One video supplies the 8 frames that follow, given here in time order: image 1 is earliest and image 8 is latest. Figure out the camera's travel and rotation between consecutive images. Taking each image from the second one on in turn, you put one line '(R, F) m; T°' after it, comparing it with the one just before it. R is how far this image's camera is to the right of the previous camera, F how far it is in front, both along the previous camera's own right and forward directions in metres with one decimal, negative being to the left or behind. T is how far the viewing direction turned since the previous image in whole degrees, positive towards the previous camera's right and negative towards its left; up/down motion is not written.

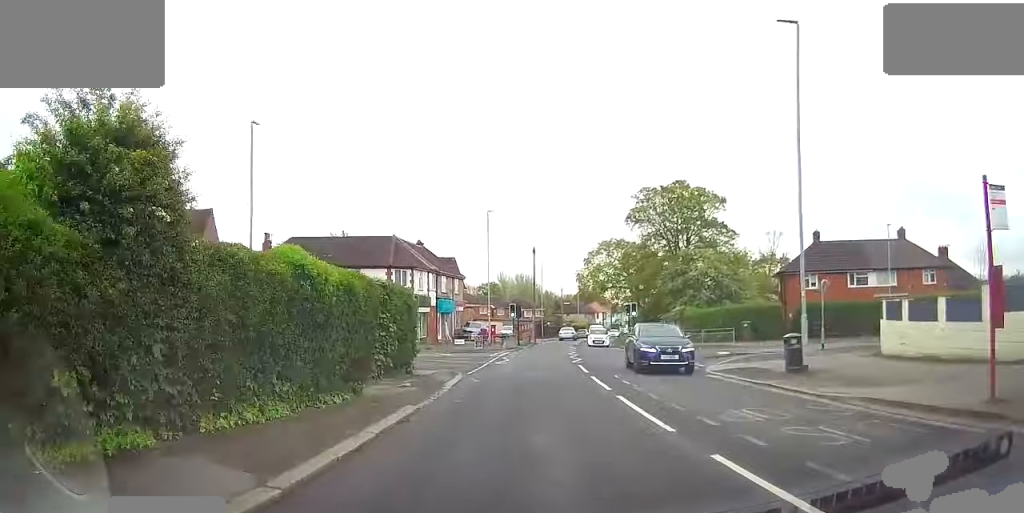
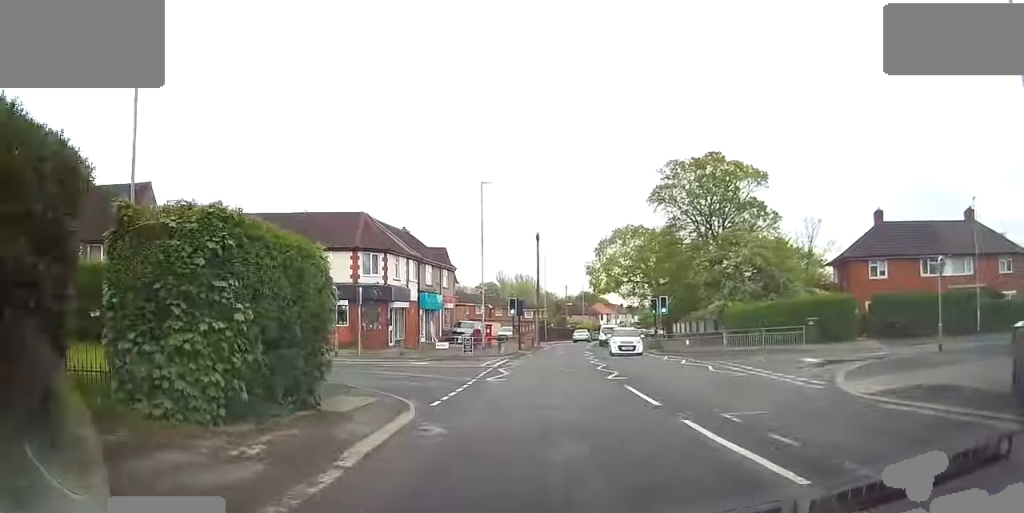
(-0.1, +10.0) m; -2°
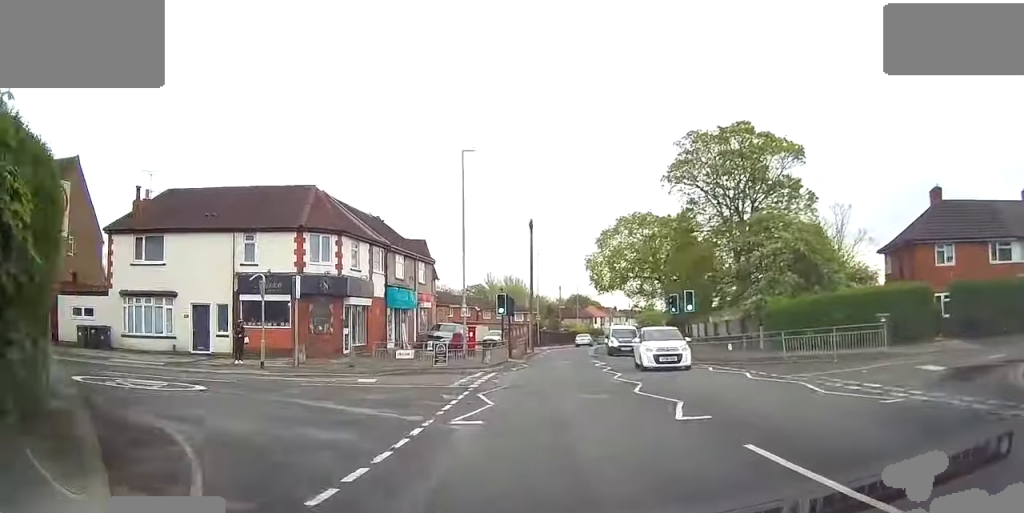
(-0.1, +8.2) m; +2°
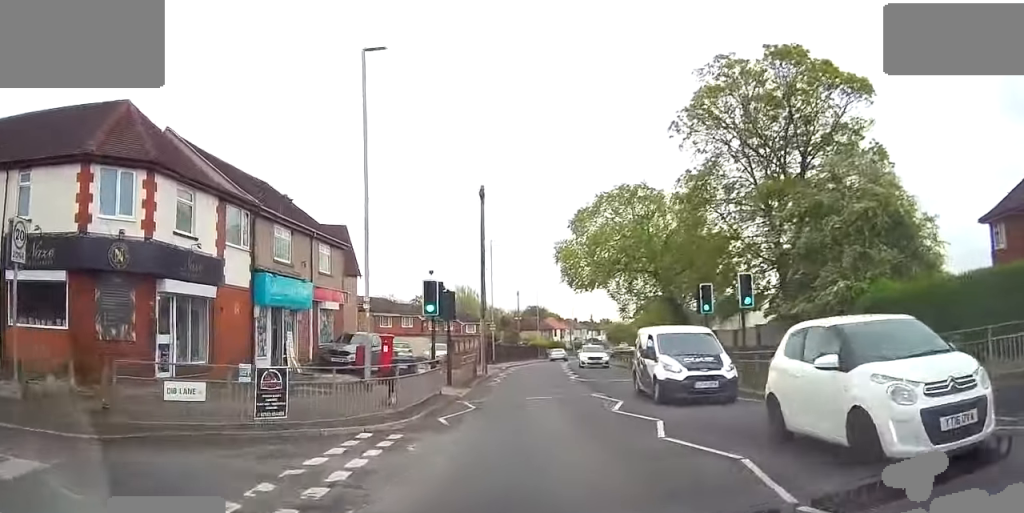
(+0.8, +13.8) m; +6°
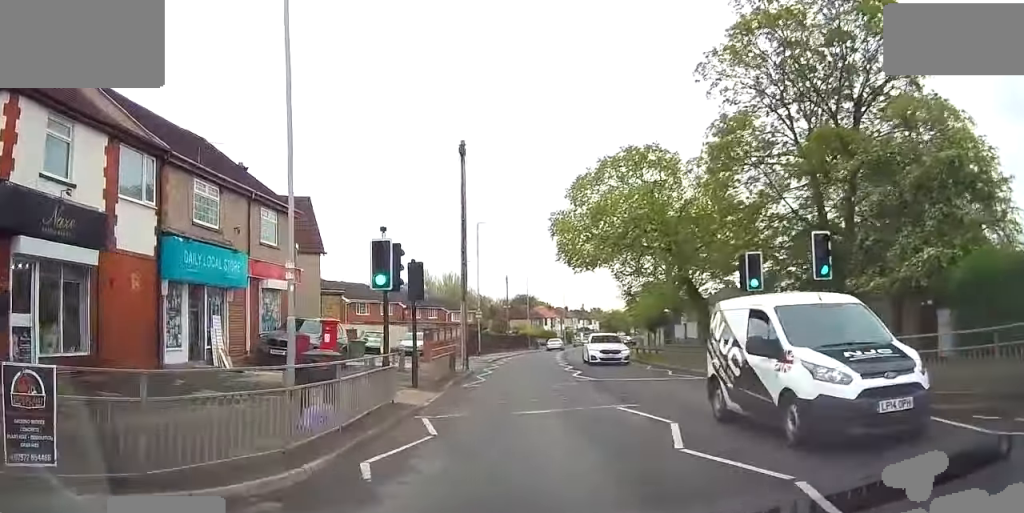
(0.0, +5.8) m; +1°
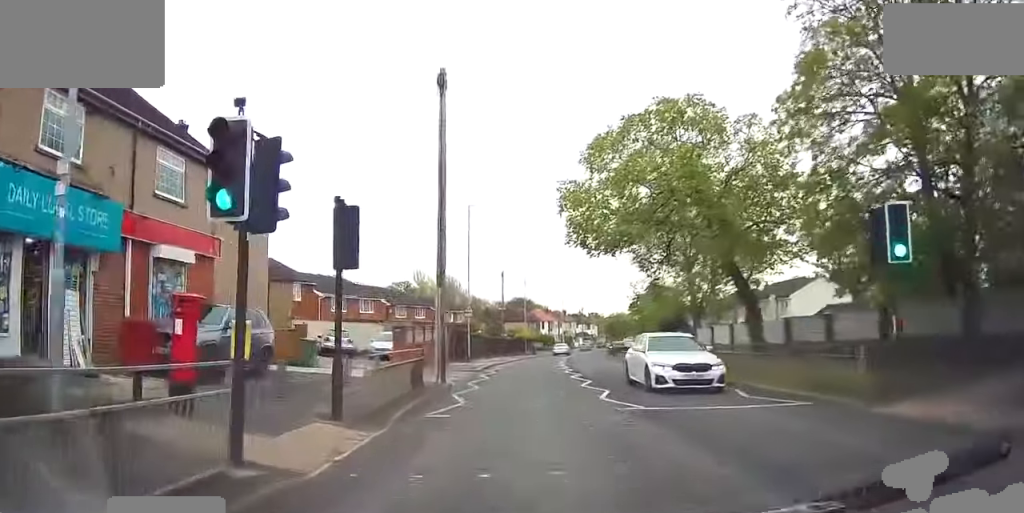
(+0.1, +7.5) m; -1°
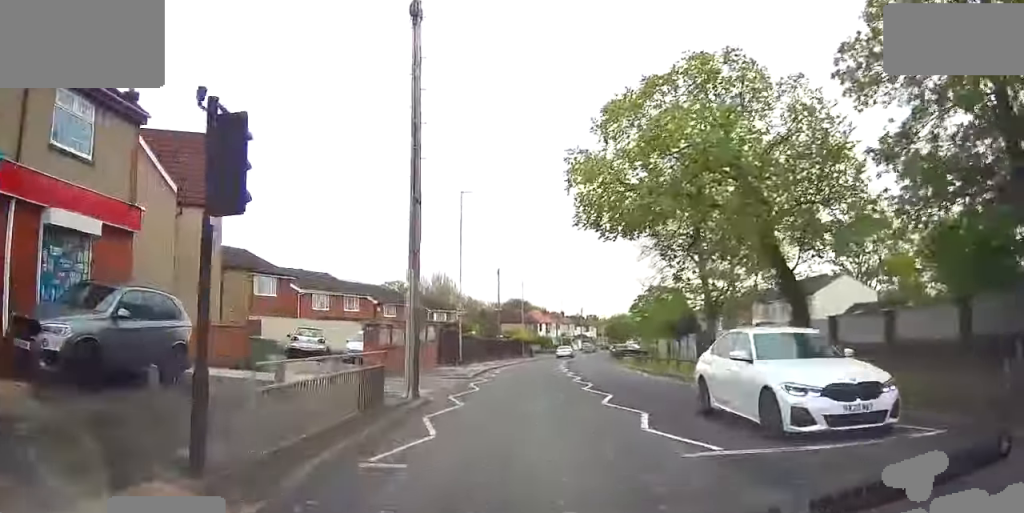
(0.0, +4.6) m; 0°
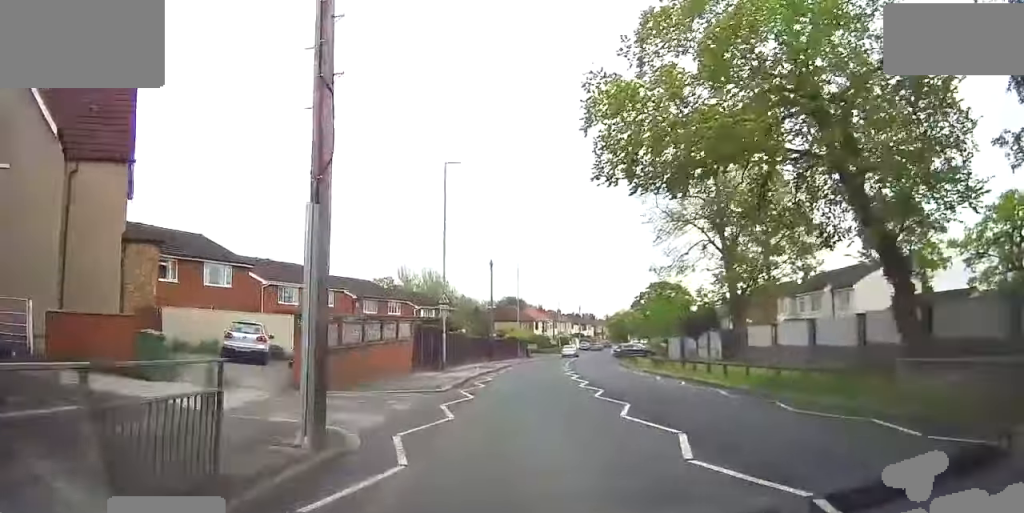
(-0.2, +6.6) m; 0°
